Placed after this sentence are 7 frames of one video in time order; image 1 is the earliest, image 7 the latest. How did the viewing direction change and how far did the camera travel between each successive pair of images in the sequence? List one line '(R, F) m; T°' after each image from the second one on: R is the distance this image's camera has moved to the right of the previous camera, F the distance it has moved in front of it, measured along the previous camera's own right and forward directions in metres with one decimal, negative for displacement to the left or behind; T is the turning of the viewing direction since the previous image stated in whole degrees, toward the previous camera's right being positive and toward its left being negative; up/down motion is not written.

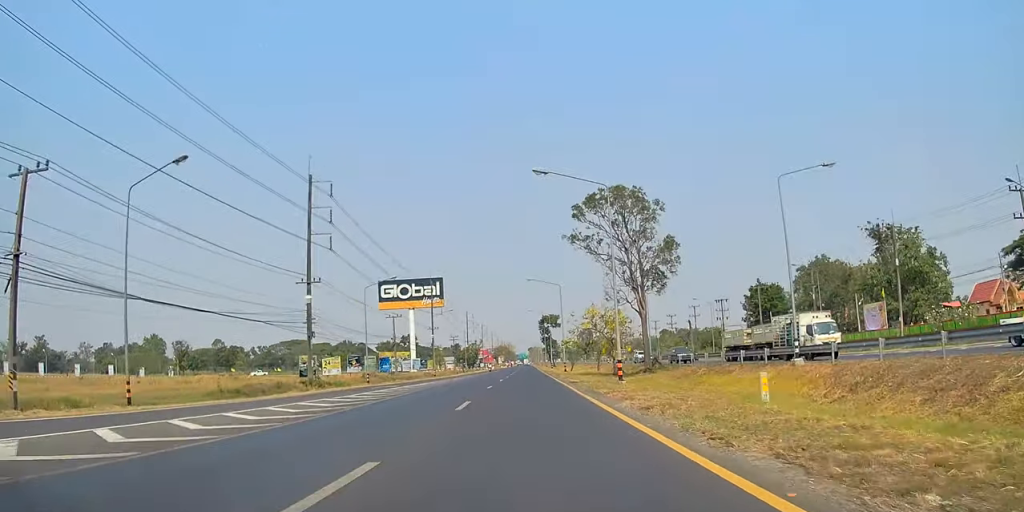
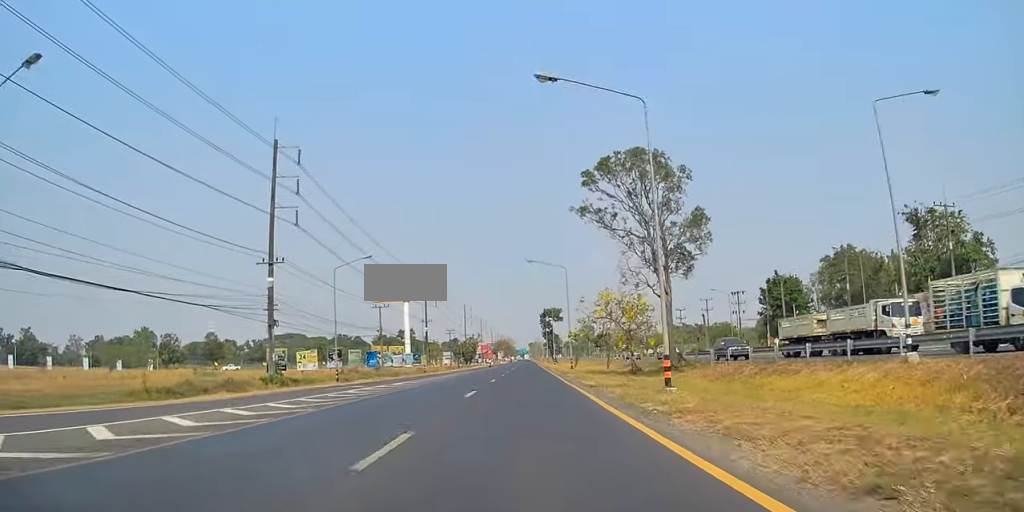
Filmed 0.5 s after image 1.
(+0.1, +10.0) m; +1°
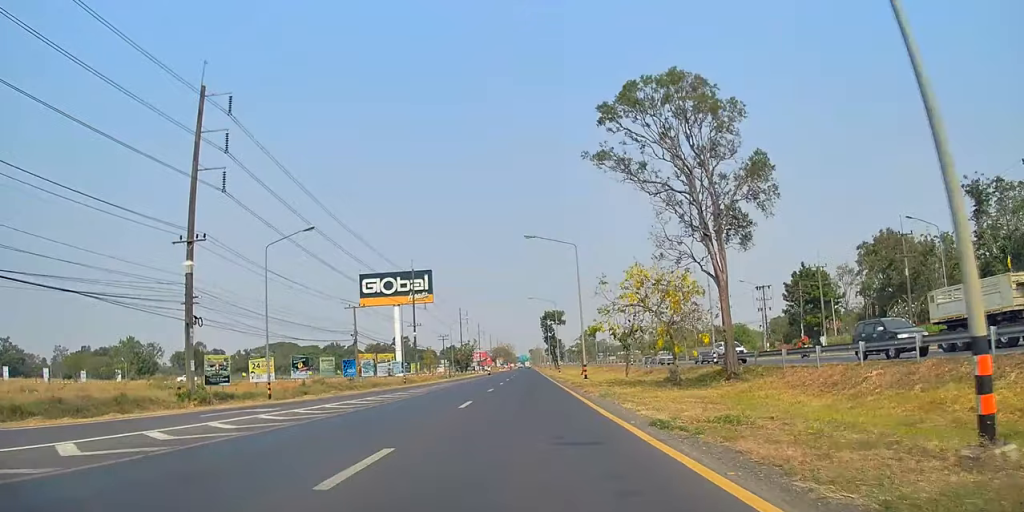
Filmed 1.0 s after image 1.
(+0.1, +13.4) m; 0°
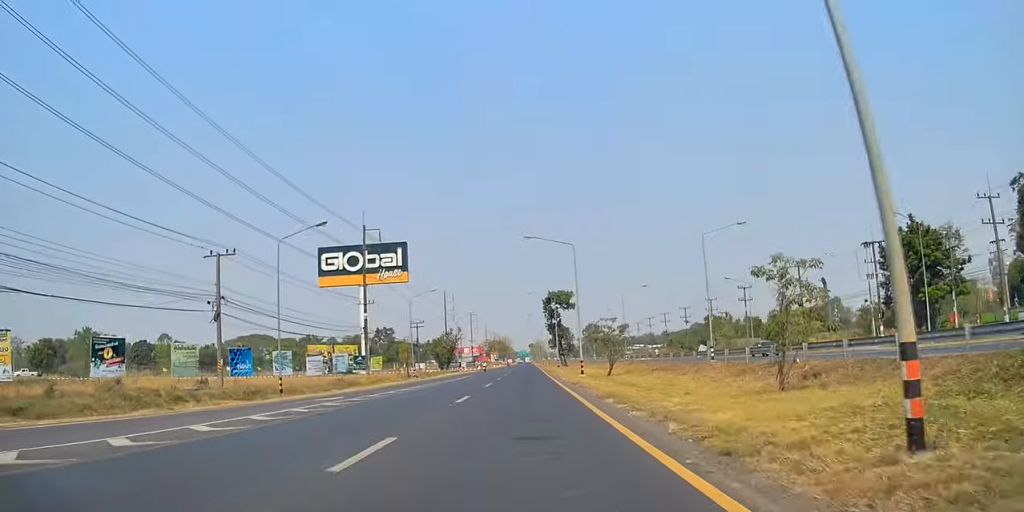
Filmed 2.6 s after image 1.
(-0.2, +35.8) m; -1°
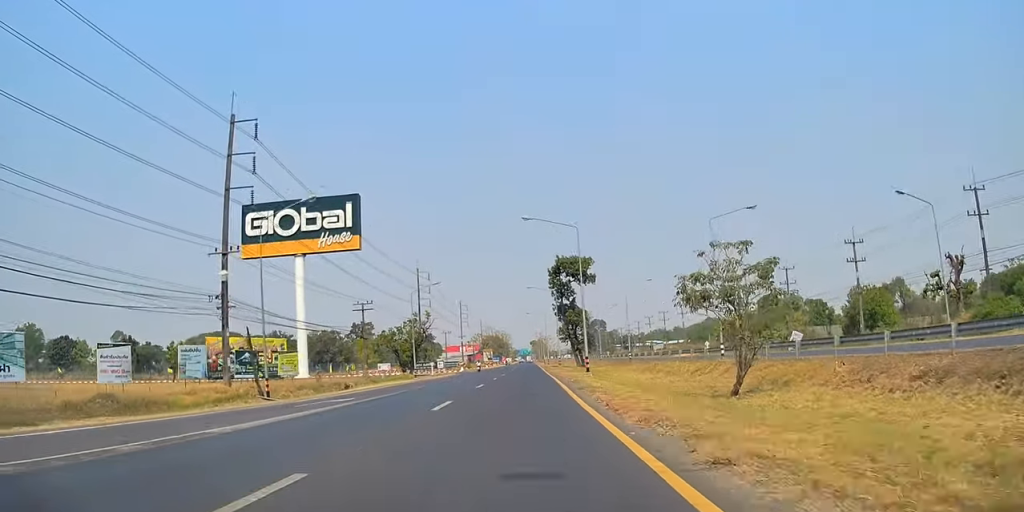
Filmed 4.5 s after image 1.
(-0.2, +40.9) m; -1°
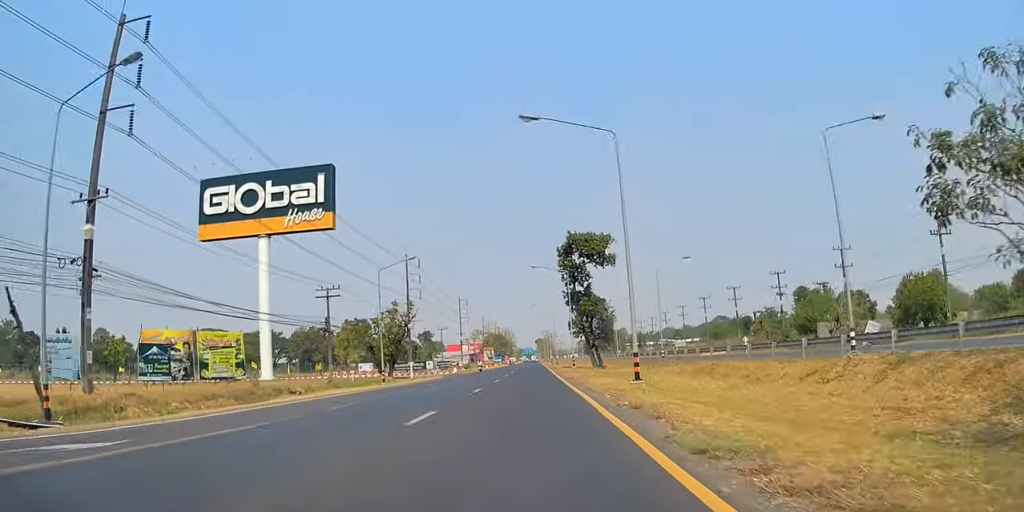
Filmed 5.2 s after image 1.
(0.0, +16.4) m; 0°
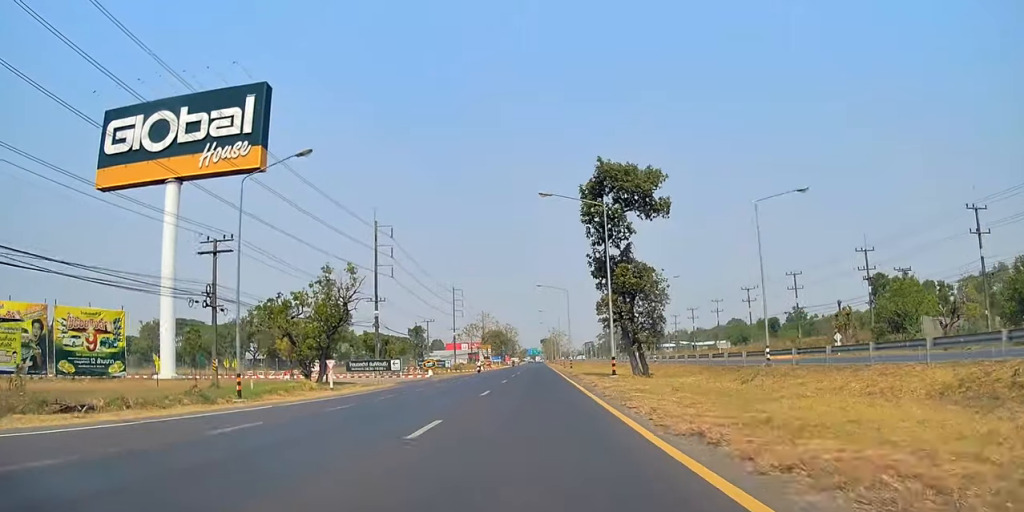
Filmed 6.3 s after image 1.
(+0.3, +25.4) m; +1°
